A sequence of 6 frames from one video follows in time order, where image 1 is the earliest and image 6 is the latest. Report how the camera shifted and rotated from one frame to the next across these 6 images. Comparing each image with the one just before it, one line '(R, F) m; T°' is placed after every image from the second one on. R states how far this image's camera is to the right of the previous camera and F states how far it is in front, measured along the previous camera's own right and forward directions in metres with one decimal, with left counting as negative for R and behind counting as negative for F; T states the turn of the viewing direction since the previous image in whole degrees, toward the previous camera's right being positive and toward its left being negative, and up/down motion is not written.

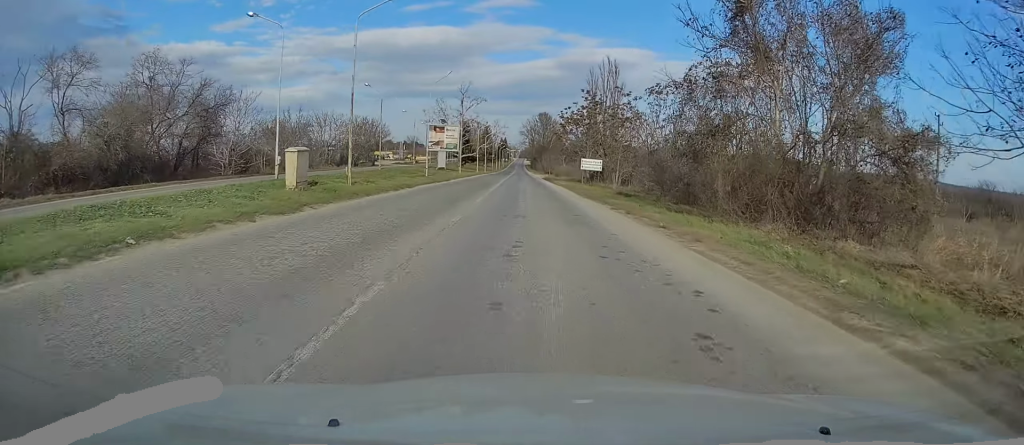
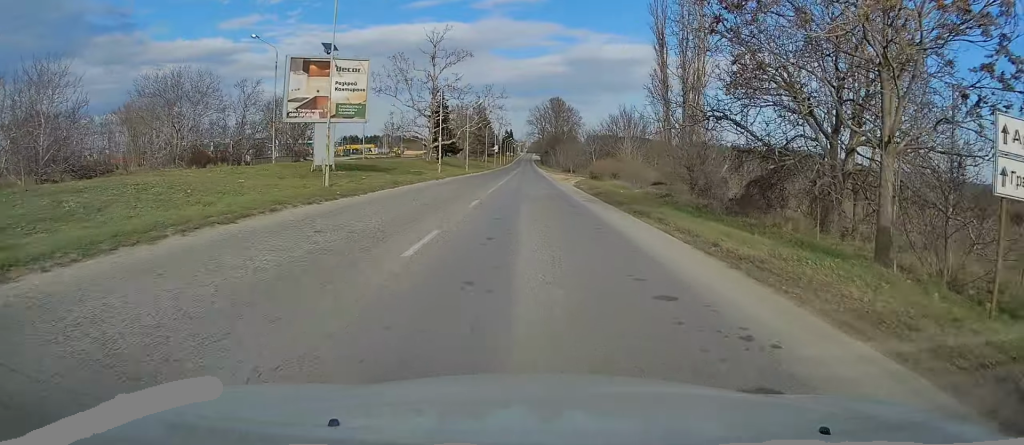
(-0.8, +49.3) m; -1°
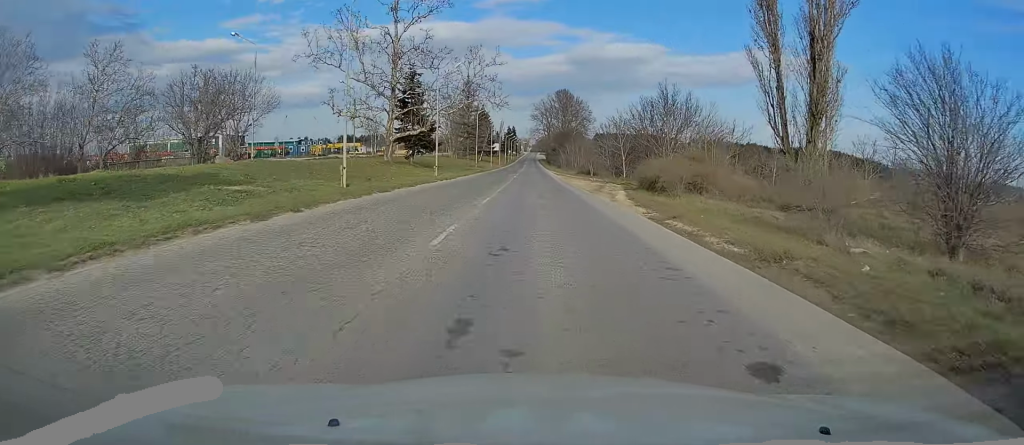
(0.0, +25.8) m; 0°
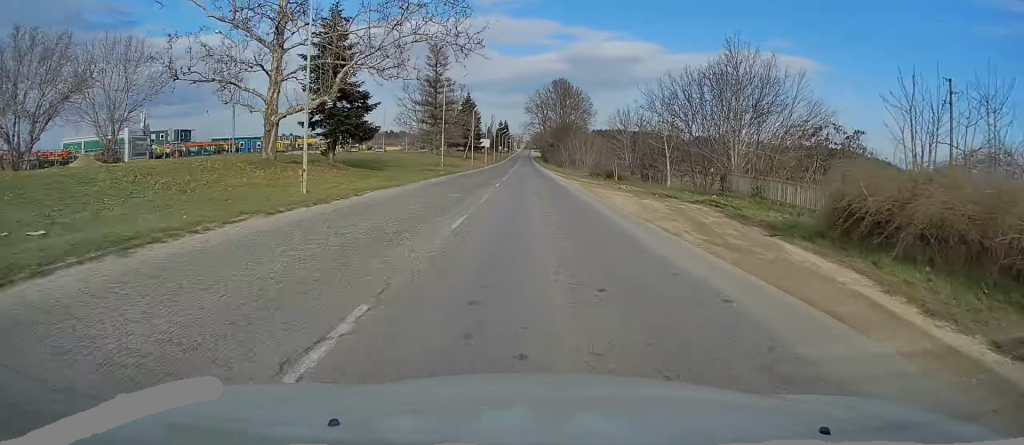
(0.0, +24.9) m; 0°
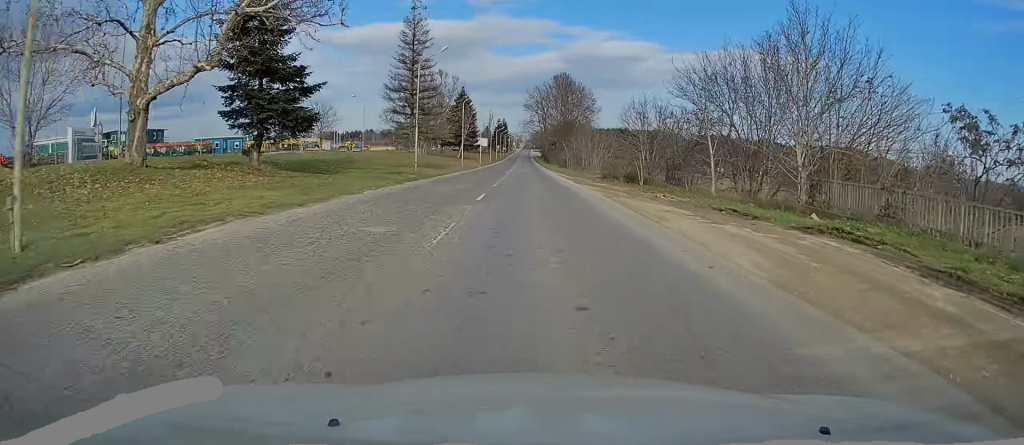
(0.0, +11.3) m; 0°
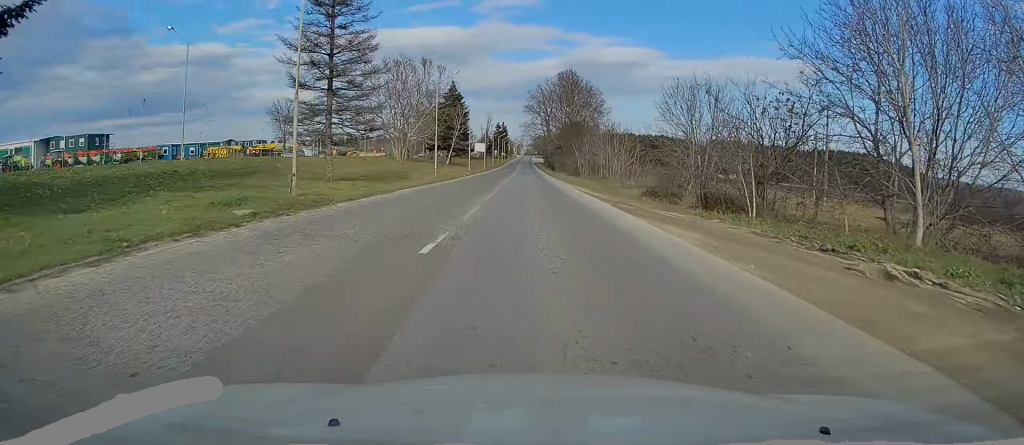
(-0.2, +19.7) m; 0°
